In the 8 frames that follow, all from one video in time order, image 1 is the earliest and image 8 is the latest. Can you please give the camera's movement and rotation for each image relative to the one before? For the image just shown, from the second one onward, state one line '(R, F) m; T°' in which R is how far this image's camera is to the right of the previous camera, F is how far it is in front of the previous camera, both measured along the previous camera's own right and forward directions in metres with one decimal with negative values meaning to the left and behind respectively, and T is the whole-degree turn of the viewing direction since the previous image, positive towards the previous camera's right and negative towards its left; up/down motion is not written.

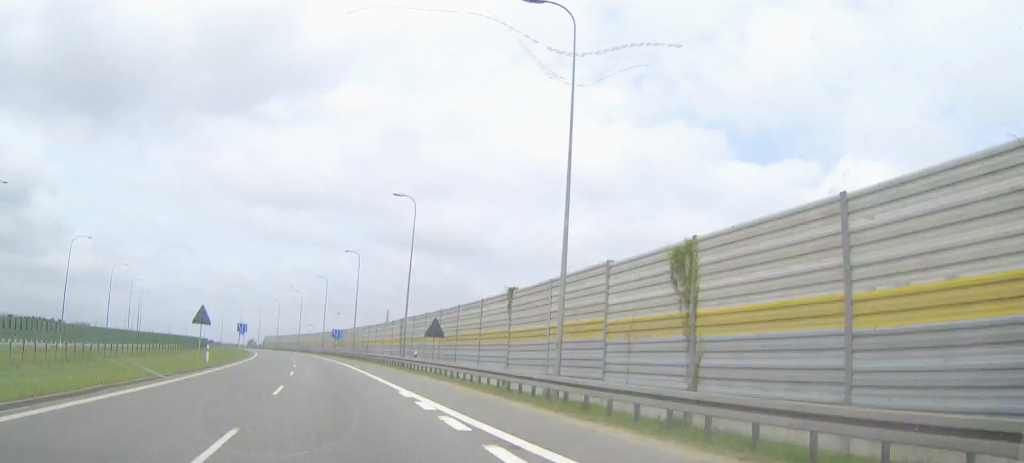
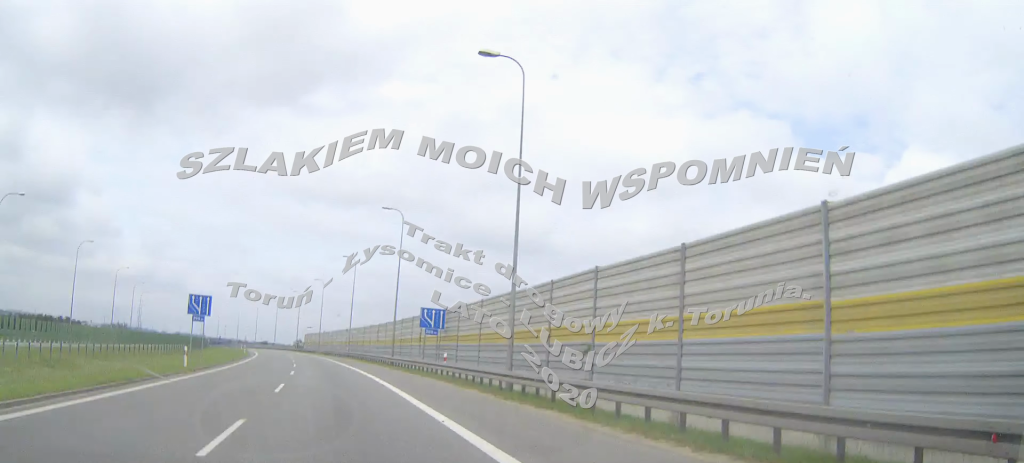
(-2.2, +58.5) m; -5°
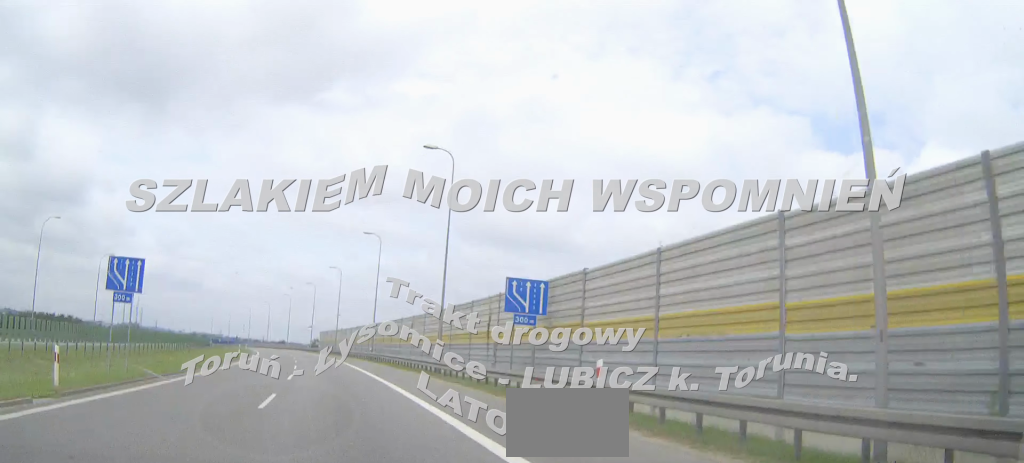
(-0.2, +17.6) m; -2°
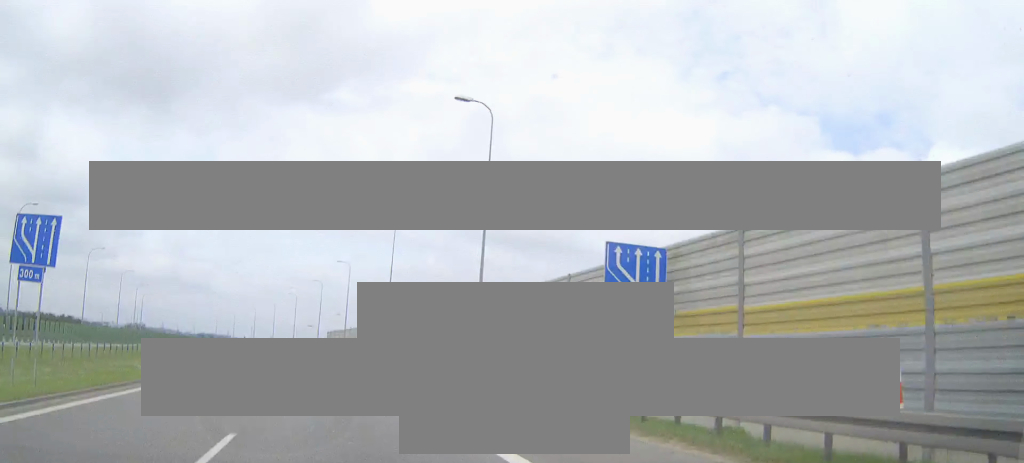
(-0.1, +8.4) m; -1°
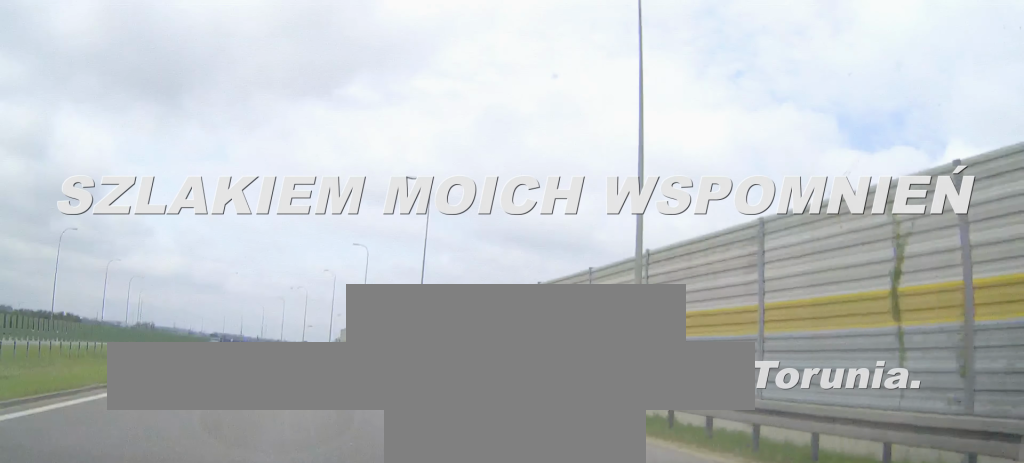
(-0.2, +15.2) m; -1°
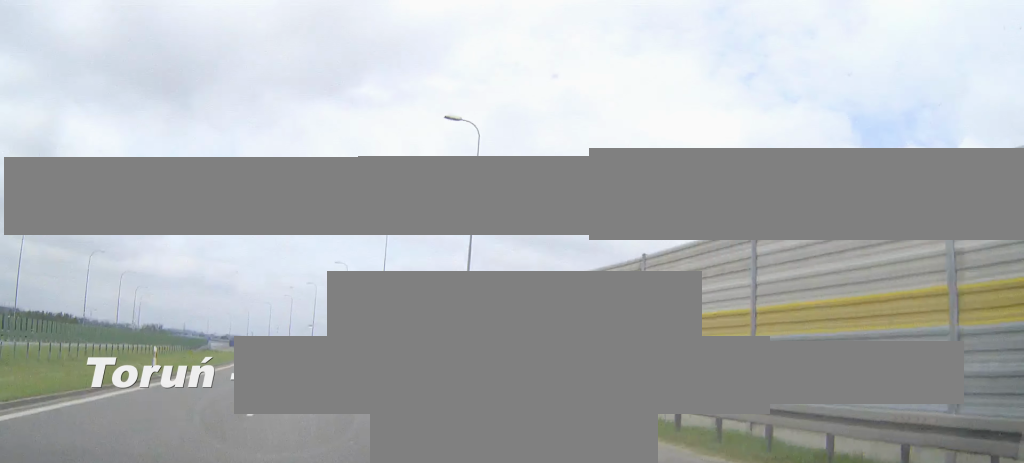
(-0.1, +13.5) m; -1°
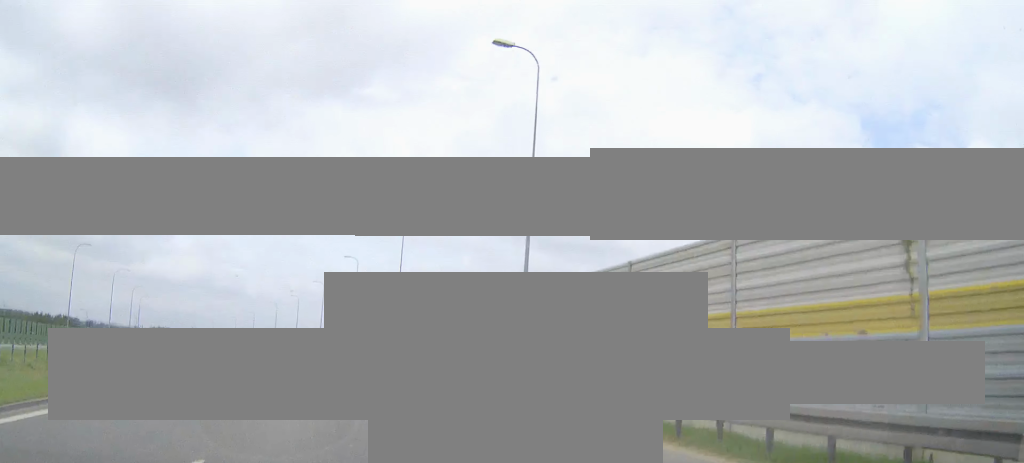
(-0.1, +9.4) m; -1°
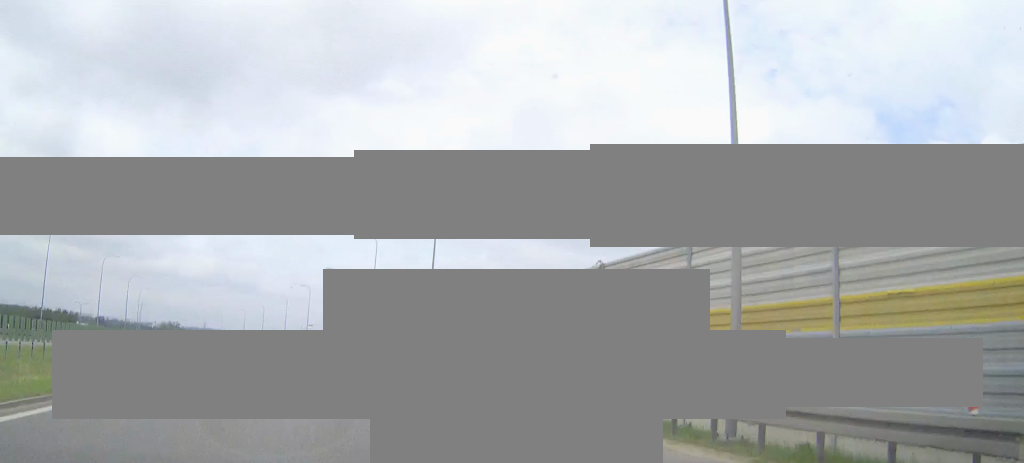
(0.0, +12.8) m; -1°
